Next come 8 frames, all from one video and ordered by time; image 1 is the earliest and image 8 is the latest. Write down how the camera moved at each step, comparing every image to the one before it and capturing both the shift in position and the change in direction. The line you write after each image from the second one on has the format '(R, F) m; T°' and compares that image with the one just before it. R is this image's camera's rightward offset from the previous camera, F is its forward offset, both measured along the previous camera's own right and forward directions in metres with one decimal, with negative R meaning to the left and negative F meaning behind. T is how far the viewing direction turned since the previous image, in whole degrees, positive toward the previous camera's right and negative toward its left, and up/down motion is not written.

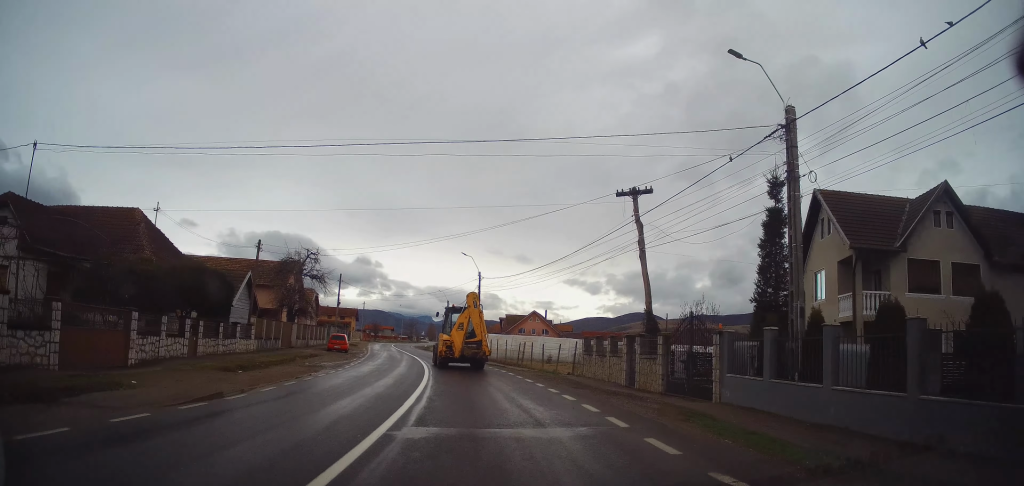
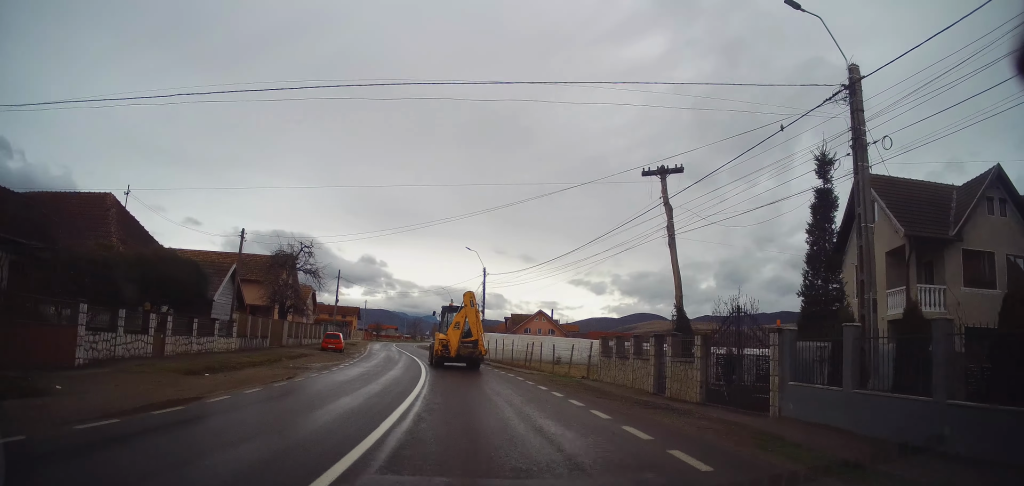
(-0.1, +2.9) m; 0°
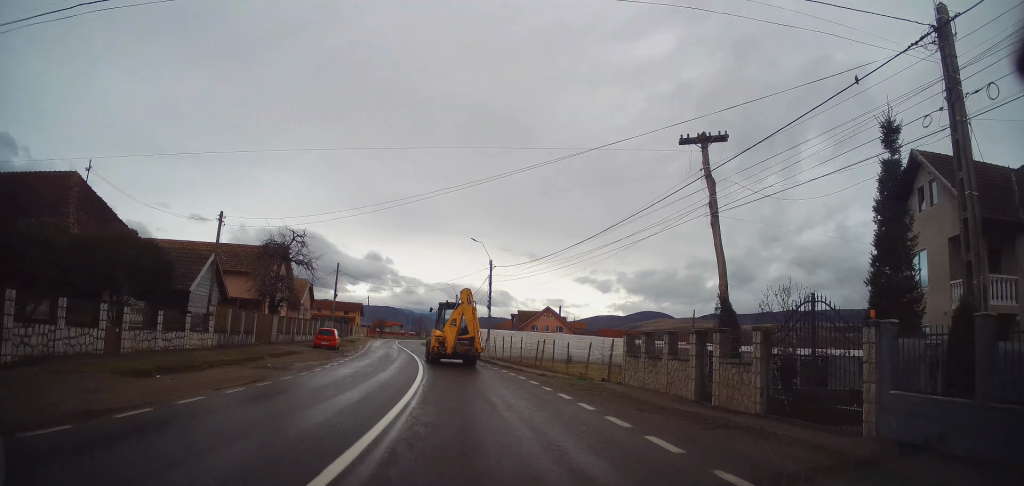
(+0.2, +3.2) m; -1°
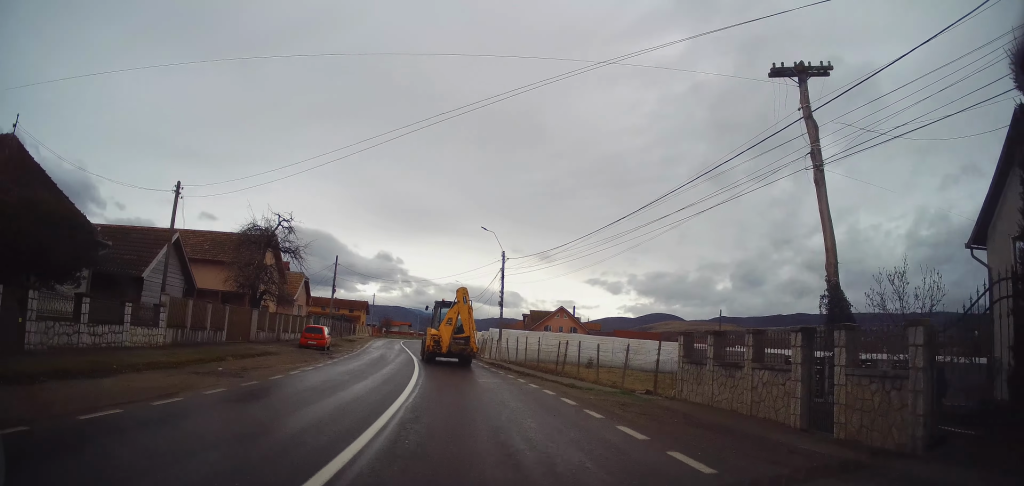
(+0.1, +4.9) m; -1°
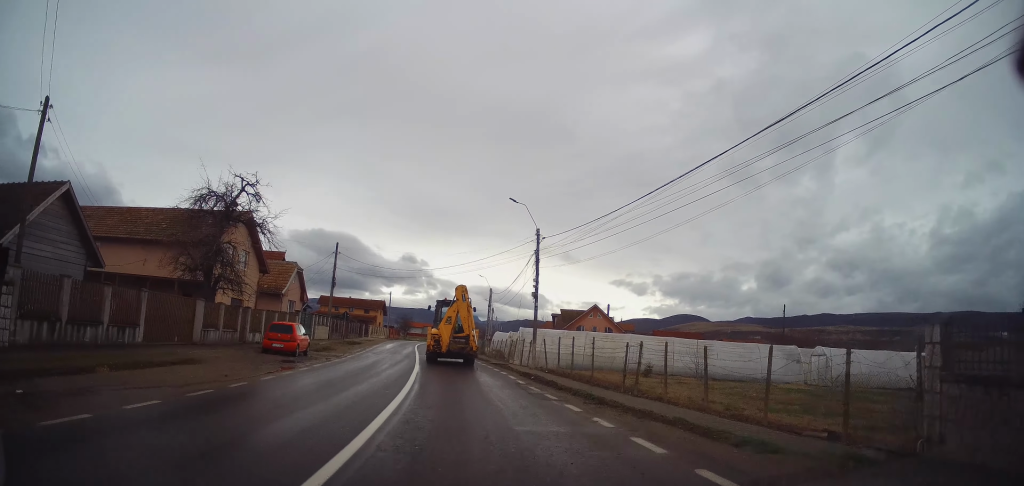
(-0.5, +8.9) m; -4°
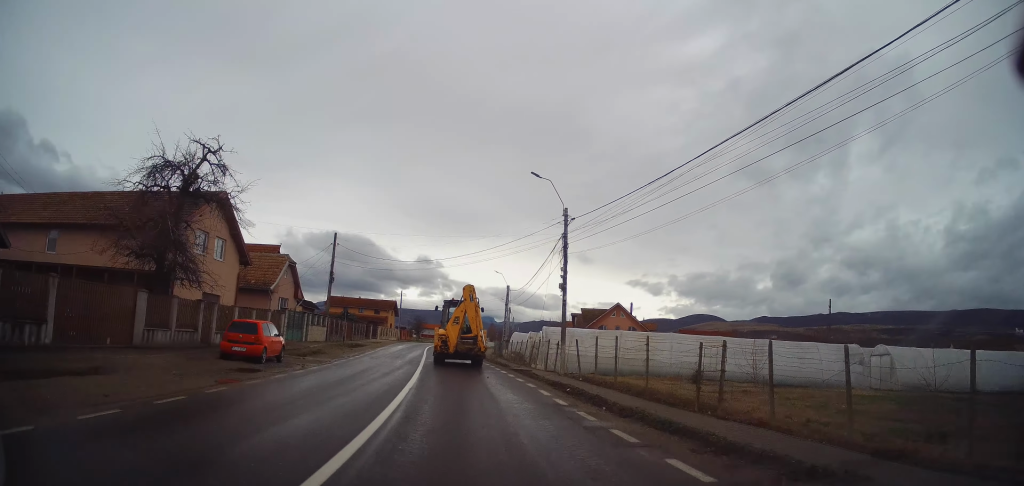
(+0.1, +5.3) m; -2°
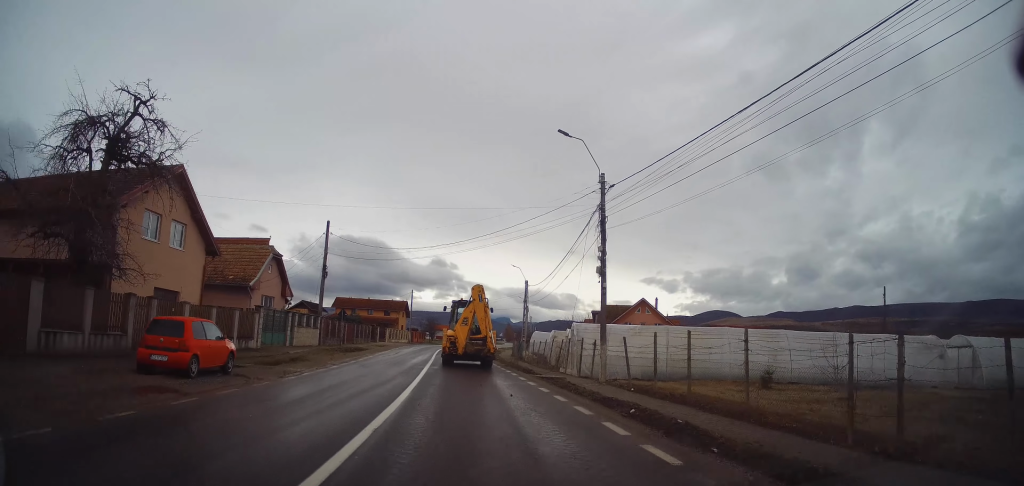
(-0.3, +5.6) m; -1°
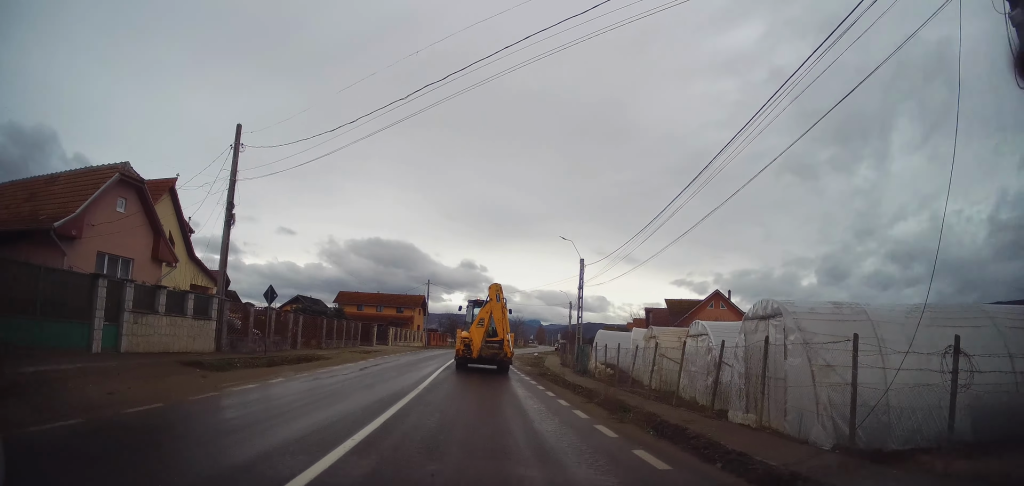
(-0.2, +17.5) m; -4°
